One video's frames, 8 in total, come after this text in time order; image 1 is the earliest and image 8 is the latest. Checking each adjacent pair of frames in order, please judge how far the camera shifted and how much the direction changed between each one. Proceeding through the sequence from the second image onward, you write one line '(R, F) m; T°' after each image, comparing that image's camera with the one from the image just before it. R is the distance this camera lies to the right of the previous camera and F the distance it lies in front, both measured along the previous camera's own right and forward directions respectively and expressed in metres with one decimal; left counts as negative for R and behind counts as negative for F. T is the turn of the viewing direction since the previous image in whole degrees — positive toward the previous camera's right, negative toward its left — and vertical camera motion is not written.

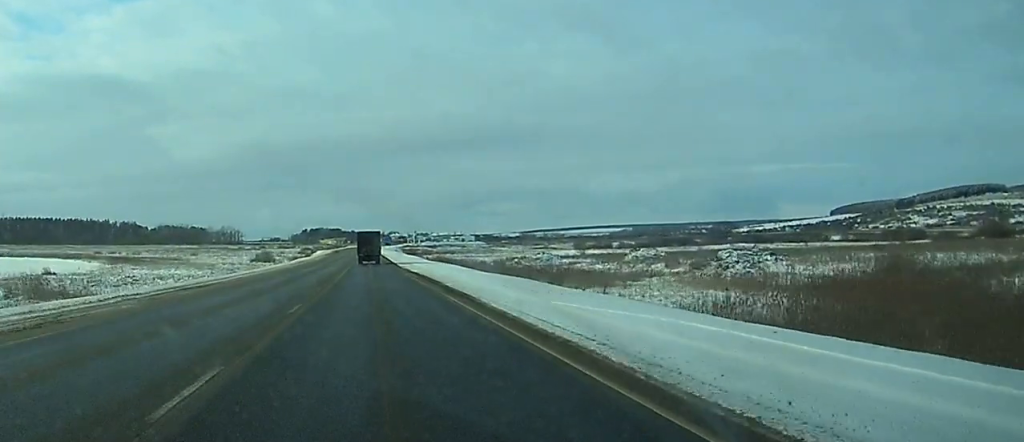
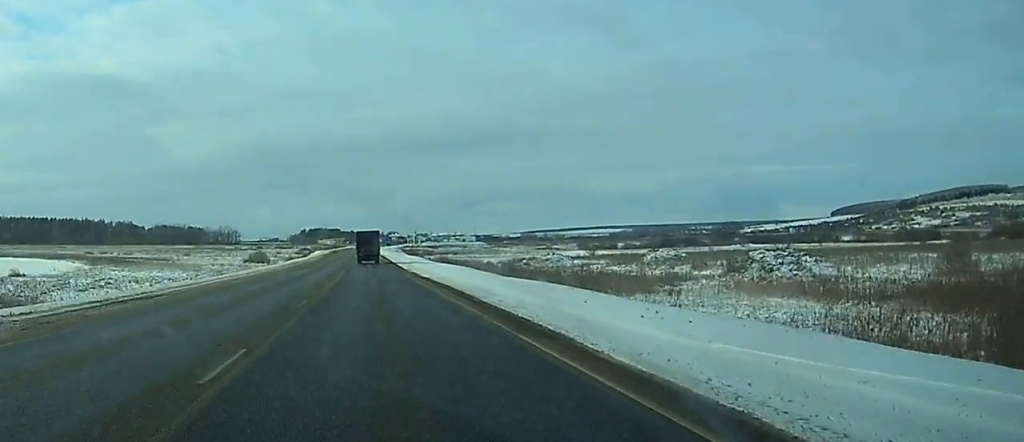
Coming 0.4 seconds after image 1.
(0.0, +9.8) m; 0°
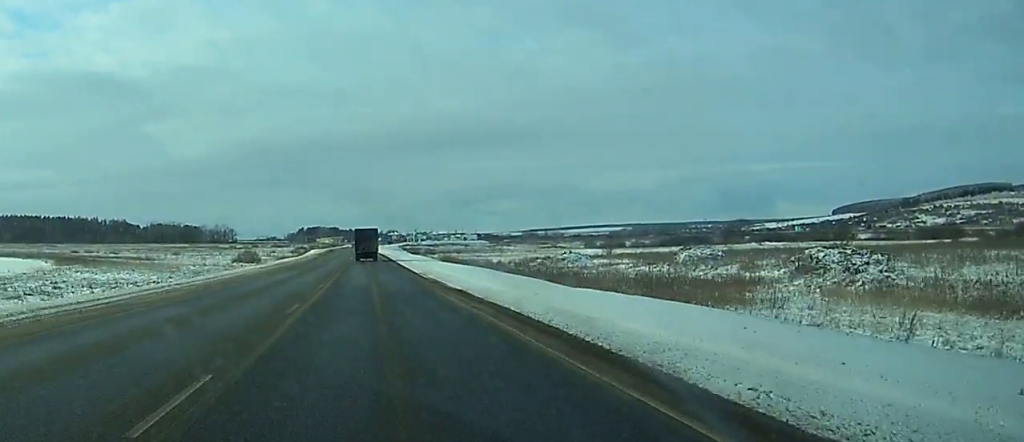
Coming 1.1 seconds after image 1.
(0.0, +14.3) m; +1°
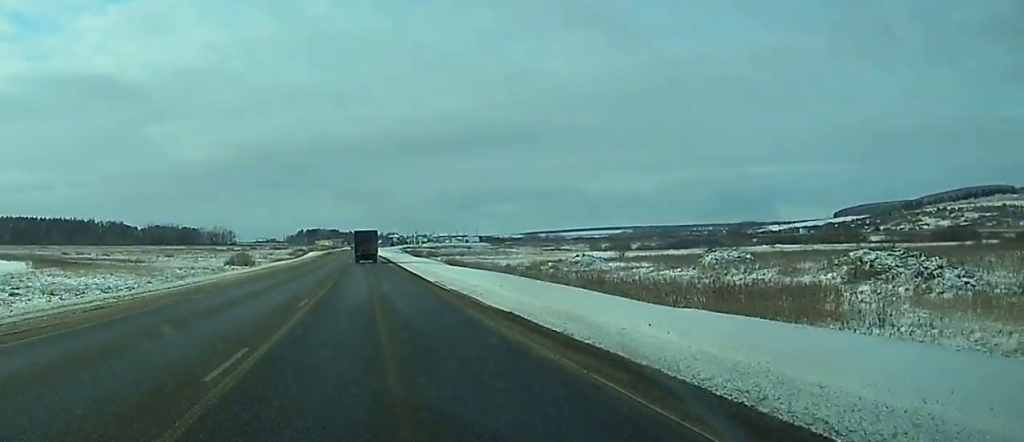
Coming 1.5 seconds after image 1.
(+0.1, +9.0) m; 0°
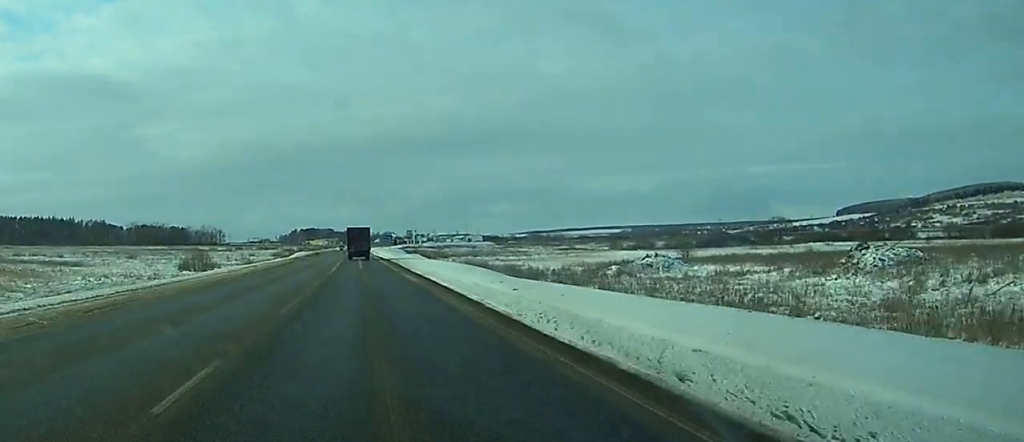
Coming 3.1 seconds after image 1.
(+0.3, +36.9) m; +1°
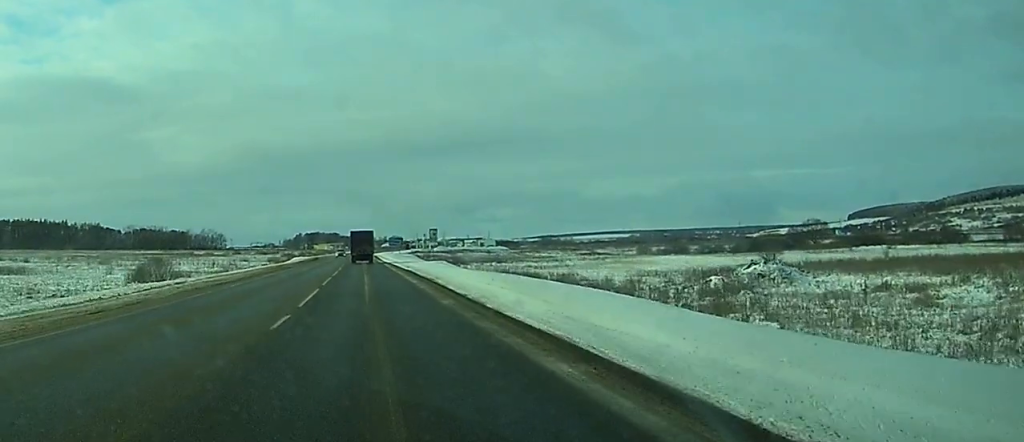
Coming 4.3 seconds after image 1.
(-0.1, +27.8) m; 0°
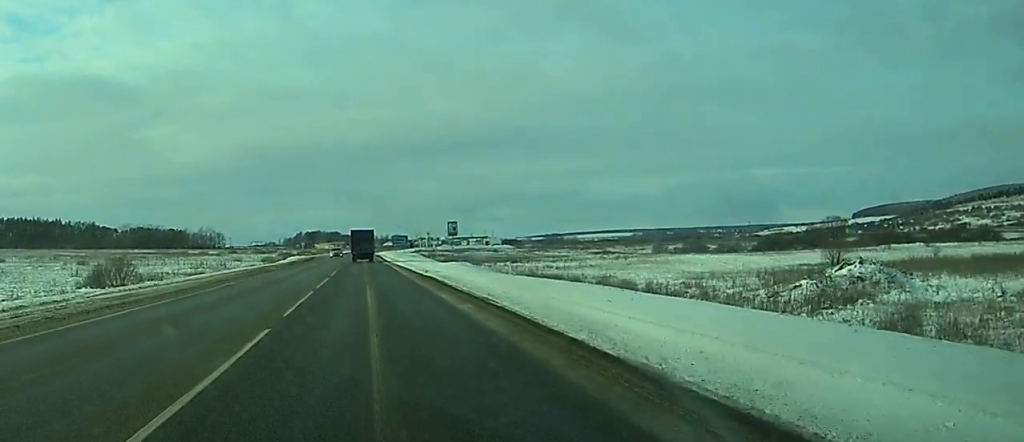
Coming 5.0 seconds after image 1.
(0.0, +15.8) m; 0°
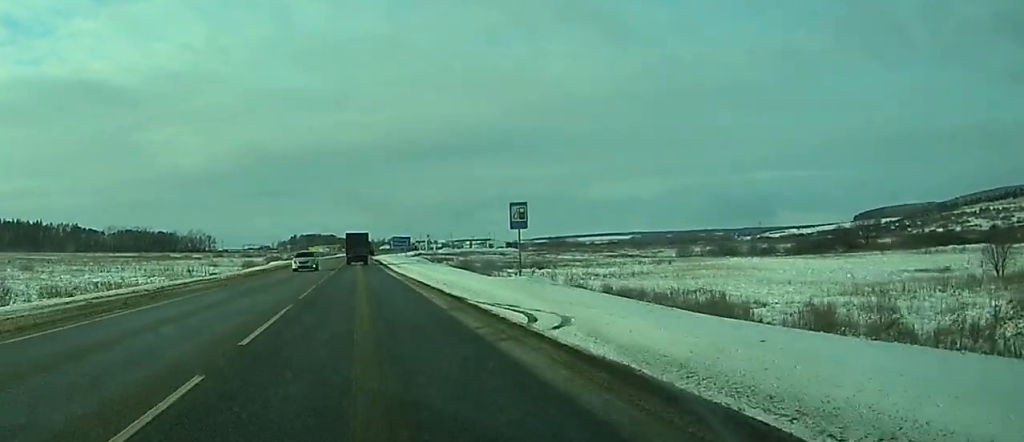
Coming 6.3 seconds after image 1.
(+0.1, +28.4) m; 0°
